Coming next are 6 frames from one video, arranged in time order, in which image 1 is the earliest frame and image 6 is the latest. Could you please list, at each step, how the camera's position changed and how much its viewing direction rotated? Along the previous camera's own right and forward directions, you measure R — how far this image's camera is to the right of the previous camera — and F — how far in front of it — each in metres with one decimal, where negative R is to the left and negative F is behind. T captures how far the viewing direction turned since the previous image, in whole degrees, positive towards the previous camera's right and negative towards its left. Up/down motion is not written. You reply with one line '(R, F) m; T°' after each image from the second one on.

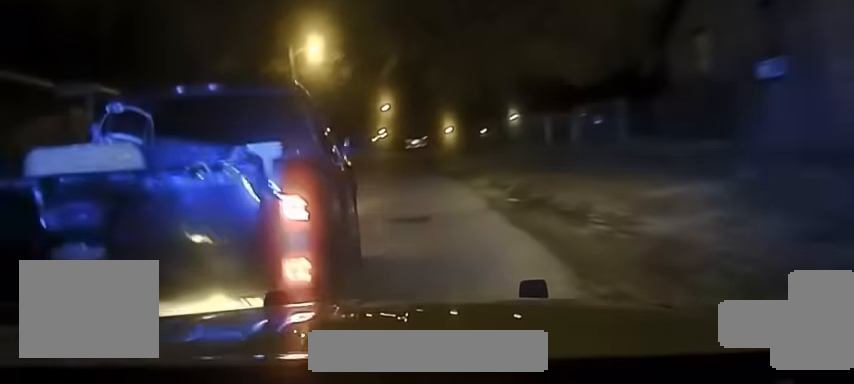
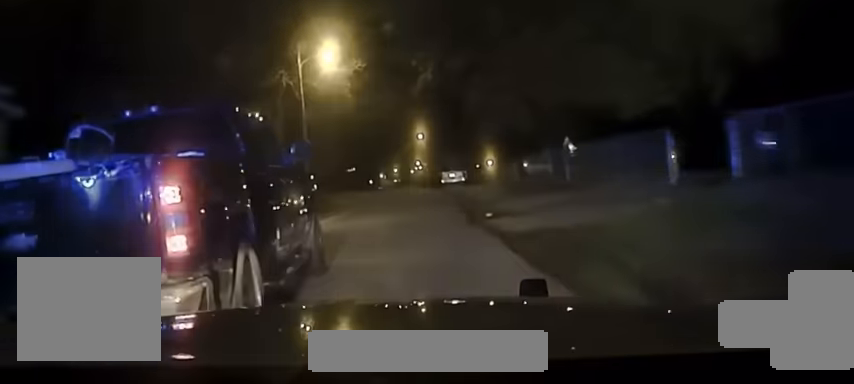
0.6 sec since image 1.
(+0.1, +13.7) m; -1°
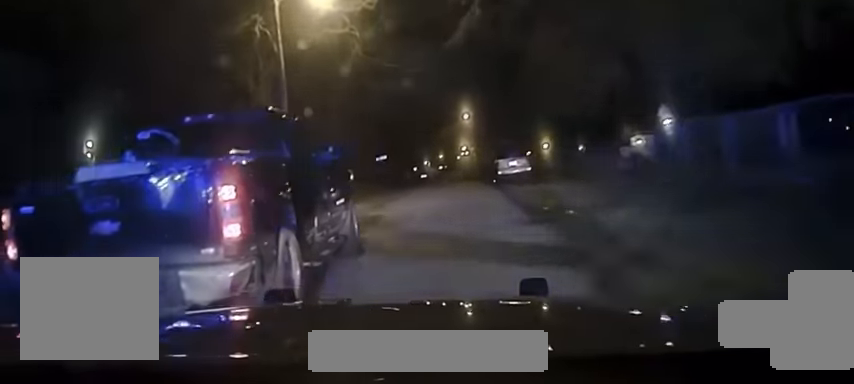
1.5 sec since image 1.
(-0.5, +18.5) m; -2°
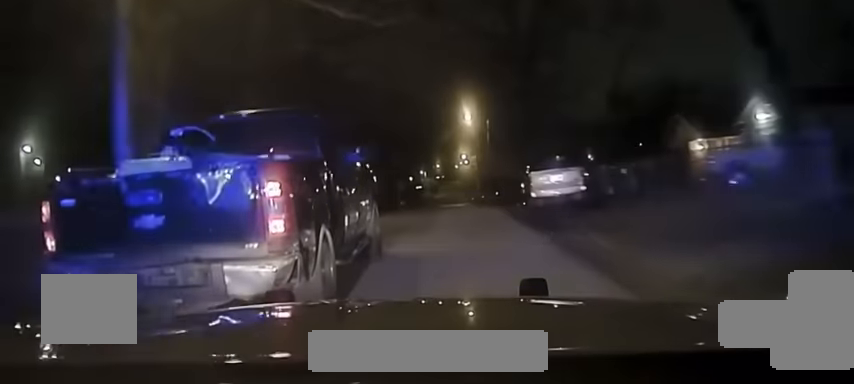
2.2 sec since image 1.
(-0.3, +14.9) m; -1°
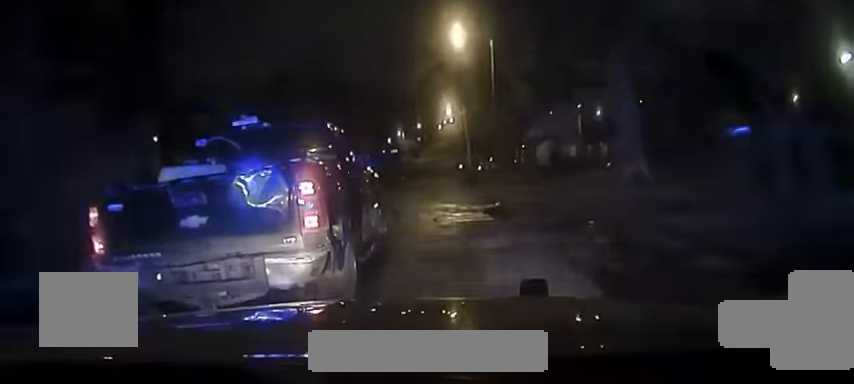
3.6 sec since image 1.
(0.0, +28.0) m; 0°
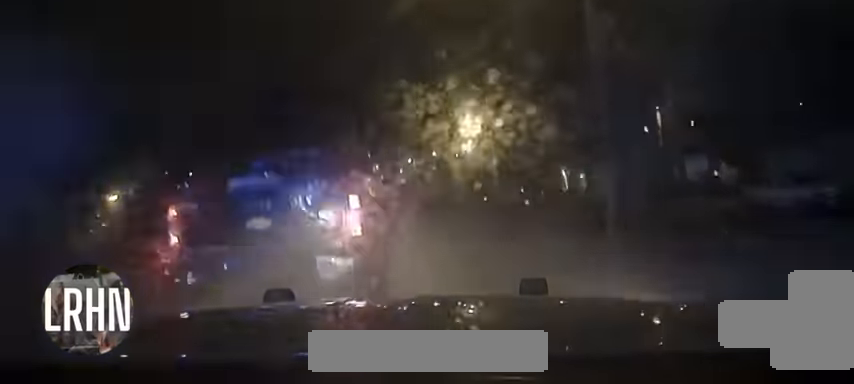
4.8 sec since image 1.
(-0.2, +21.0) m; -1°
